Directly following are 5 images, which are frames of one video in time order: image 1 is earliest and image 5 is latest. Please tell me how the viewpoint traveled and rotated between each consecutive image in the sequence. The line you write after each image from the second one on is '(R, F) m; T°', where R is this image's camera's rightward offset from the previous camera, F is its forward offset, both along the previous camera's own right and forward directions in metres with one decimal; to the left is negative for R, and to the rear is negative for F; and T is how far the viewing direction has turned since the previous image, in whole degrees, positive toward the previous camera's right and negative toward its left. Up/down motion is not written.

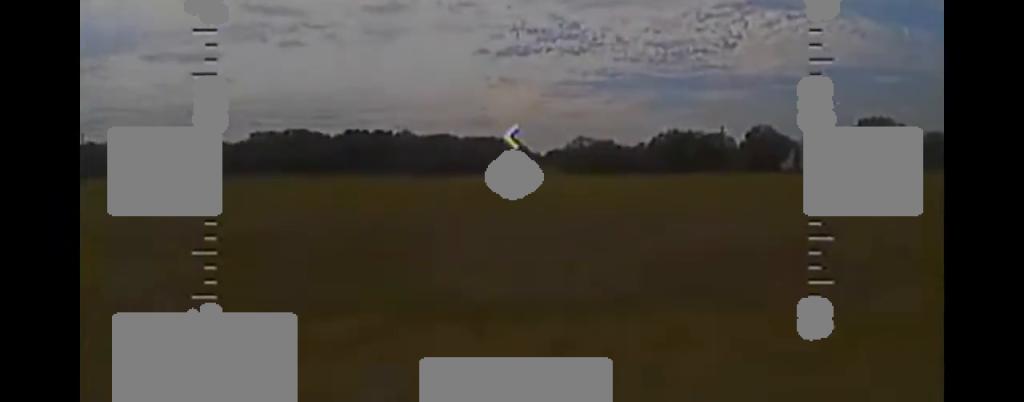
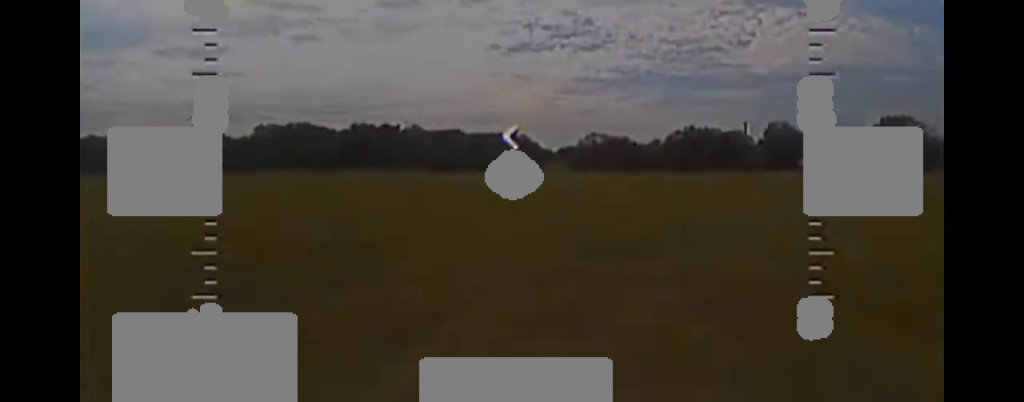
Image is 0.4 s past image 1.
(-0.3, +6.2) m; -1°
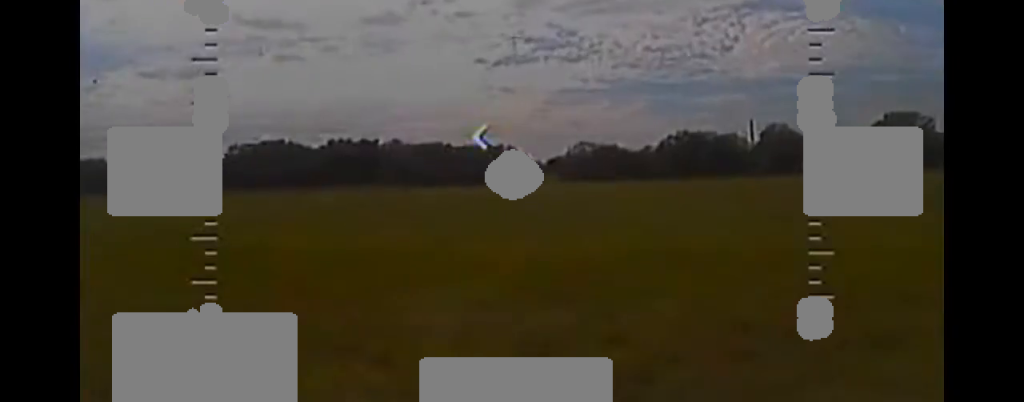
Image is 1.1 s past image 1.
(-0.1, +9.7) m; -1°
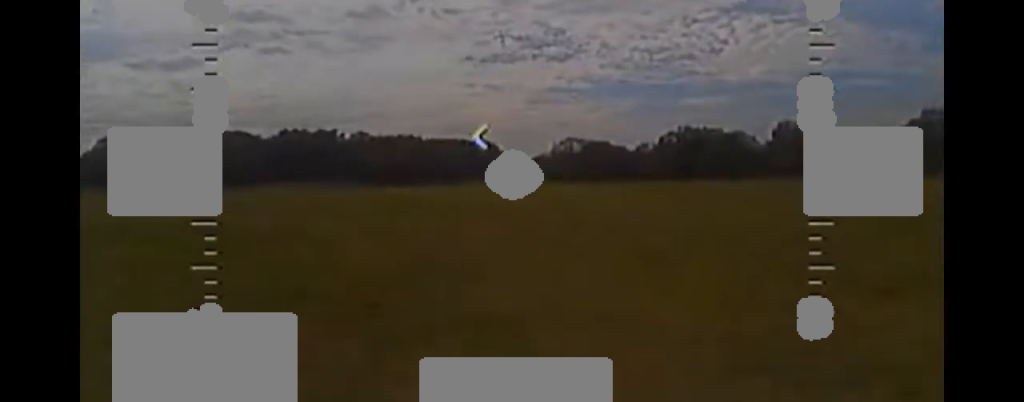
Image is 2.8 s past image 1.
(-0.2, +24.4) m; 0°
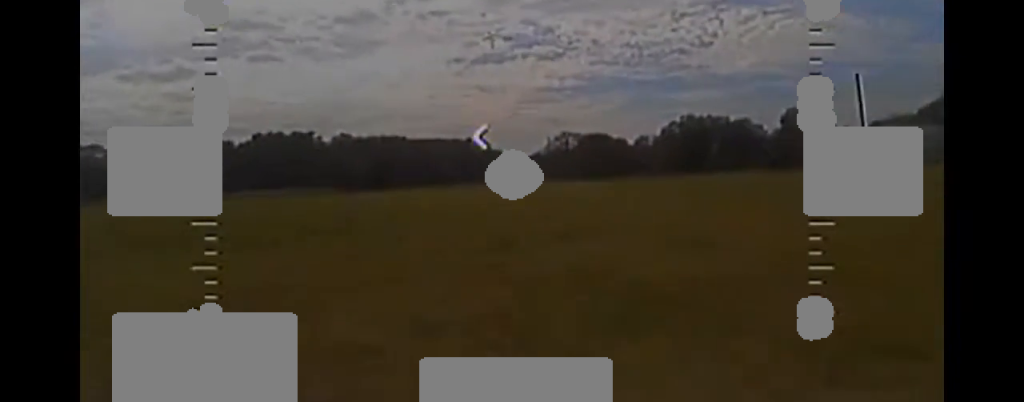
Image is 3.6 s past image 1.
(+0.4, +12.1) m; +1°
